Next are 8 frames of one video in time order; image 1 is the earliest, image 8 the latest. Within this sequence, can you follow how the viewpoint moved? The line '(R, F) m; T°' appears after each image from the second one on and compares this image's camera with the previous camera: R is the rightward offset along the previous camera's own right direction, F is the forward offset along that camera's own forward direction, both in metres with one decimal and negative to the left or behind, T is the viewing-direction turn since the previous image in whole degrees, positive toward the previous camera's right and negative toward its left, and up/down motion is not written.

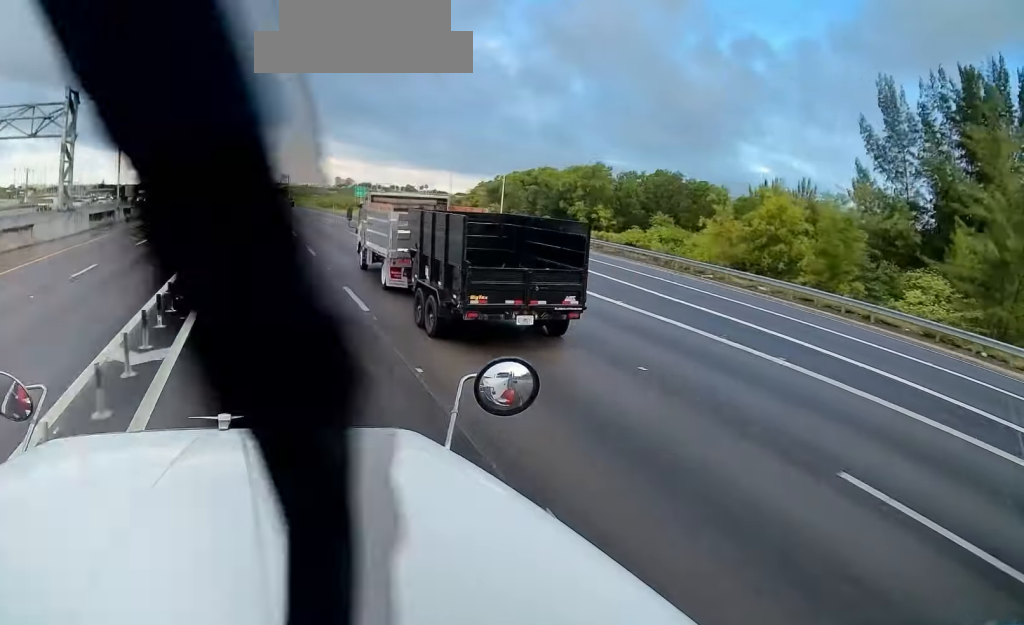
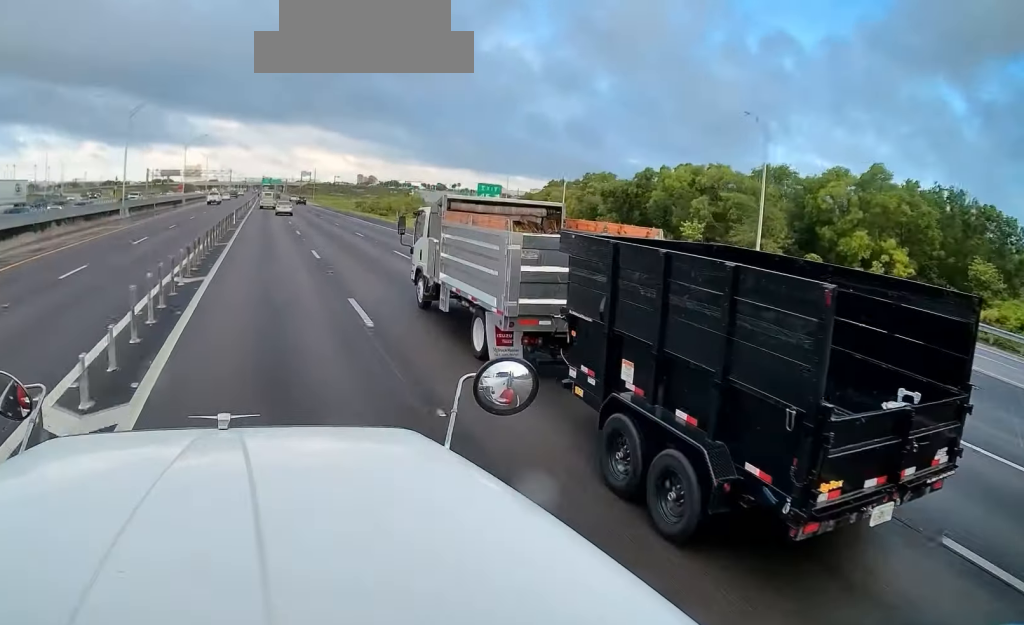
(-0.4, +52.3) m; -1°
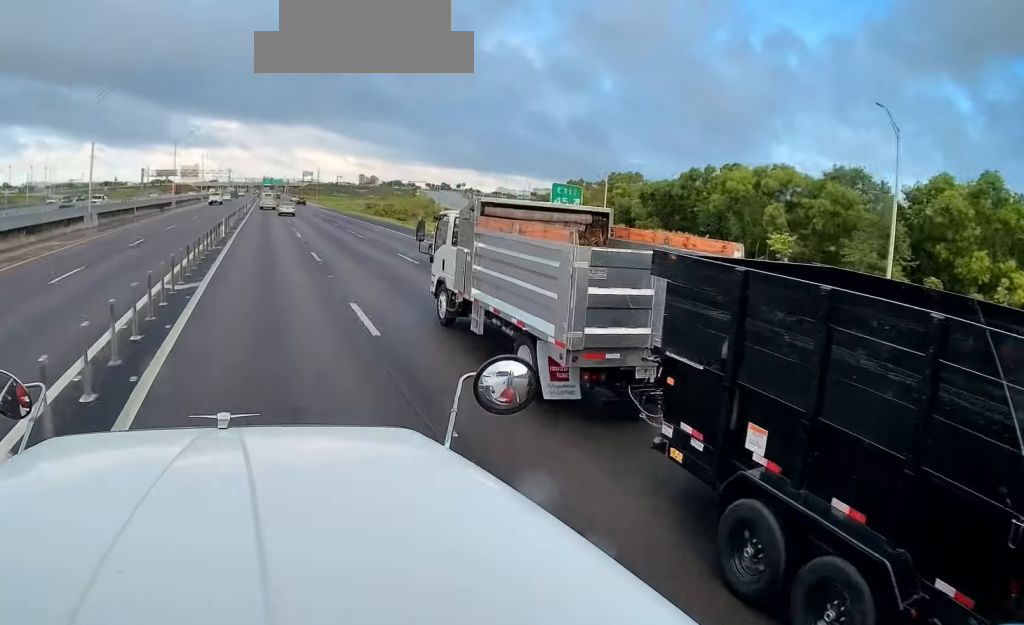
(-0.2, +13.4) m; -1°
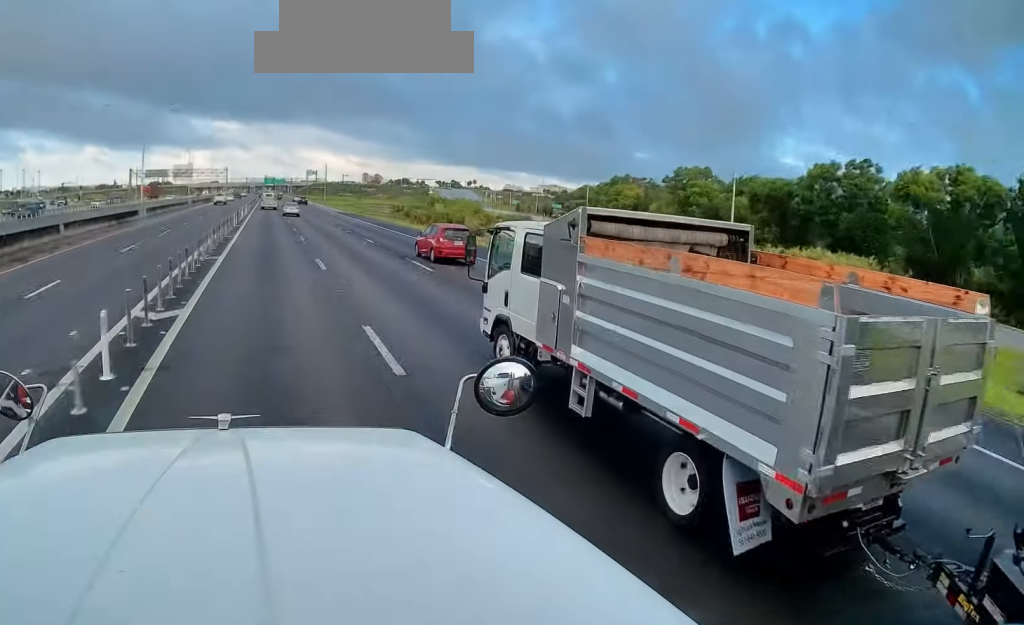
(-0.3, +28.1) m; -1°
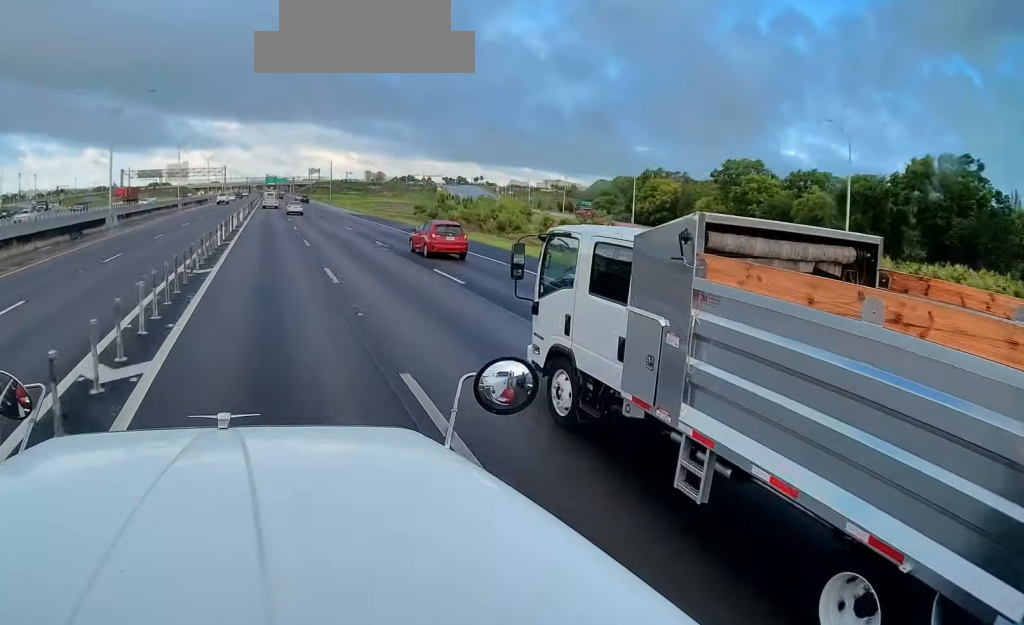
(-0.1, +16.8) m; 0°
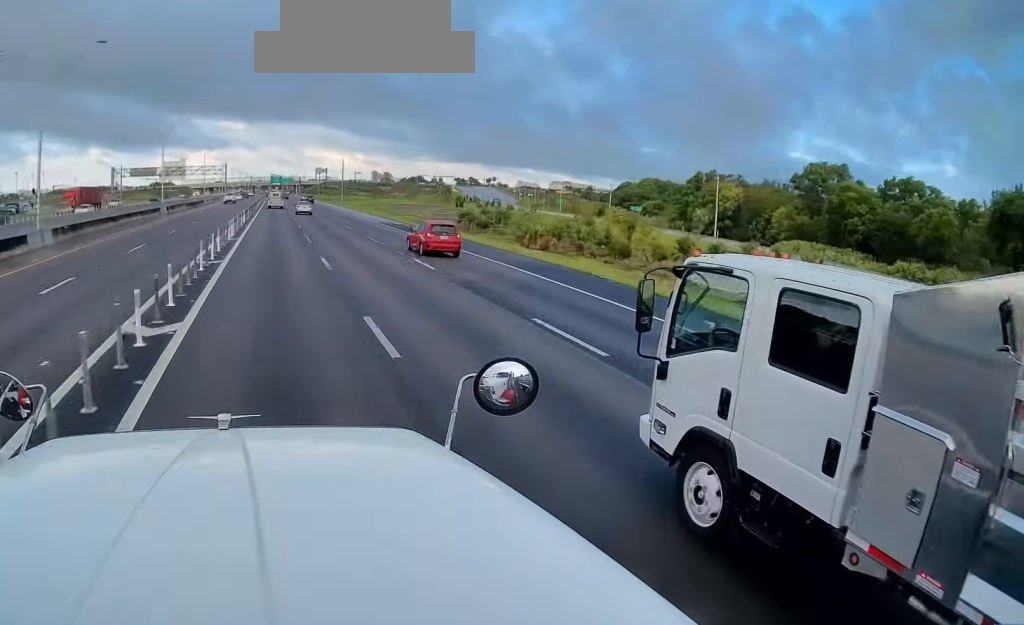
(+0.1, +21.4) m; 0°
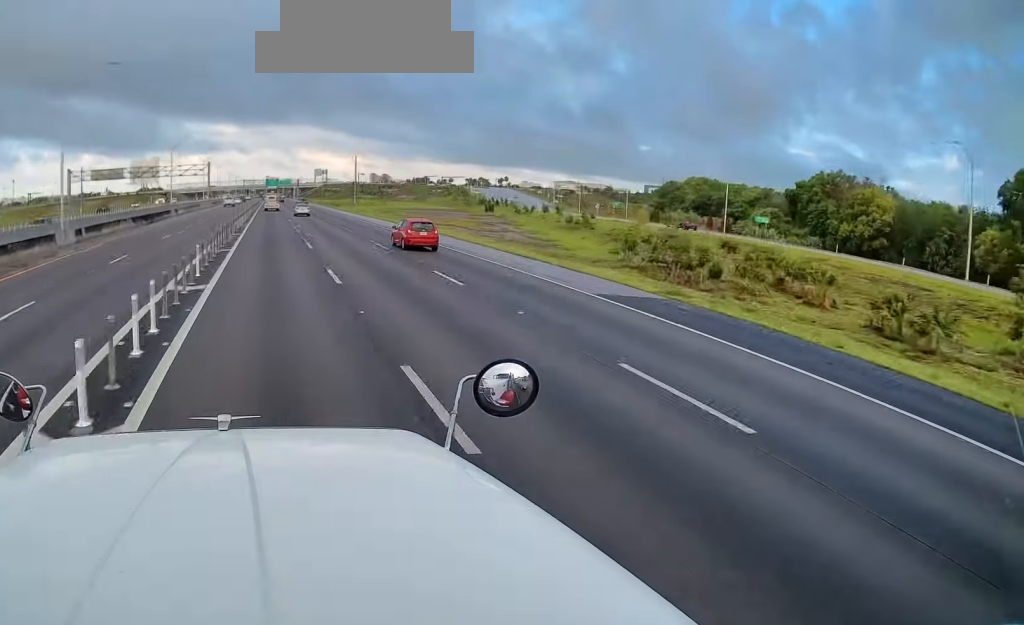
(-0.3, +46.1) m; 0°
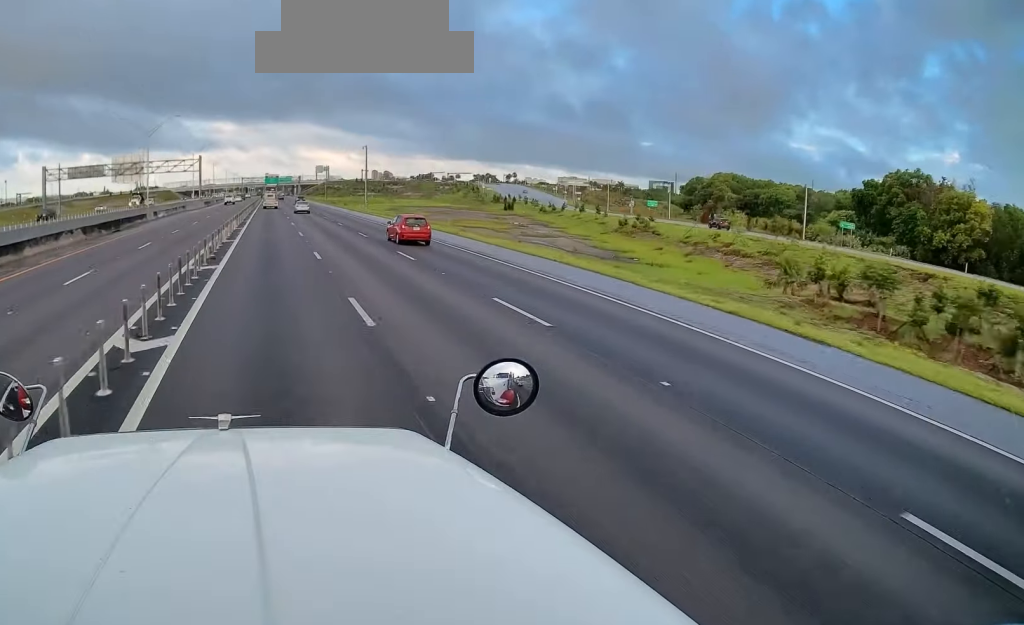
(0.0, +19.1) m; 0°
